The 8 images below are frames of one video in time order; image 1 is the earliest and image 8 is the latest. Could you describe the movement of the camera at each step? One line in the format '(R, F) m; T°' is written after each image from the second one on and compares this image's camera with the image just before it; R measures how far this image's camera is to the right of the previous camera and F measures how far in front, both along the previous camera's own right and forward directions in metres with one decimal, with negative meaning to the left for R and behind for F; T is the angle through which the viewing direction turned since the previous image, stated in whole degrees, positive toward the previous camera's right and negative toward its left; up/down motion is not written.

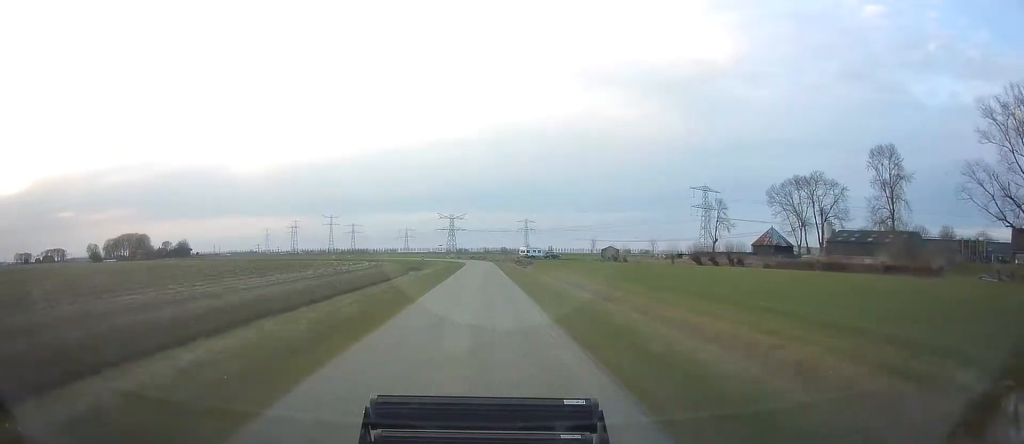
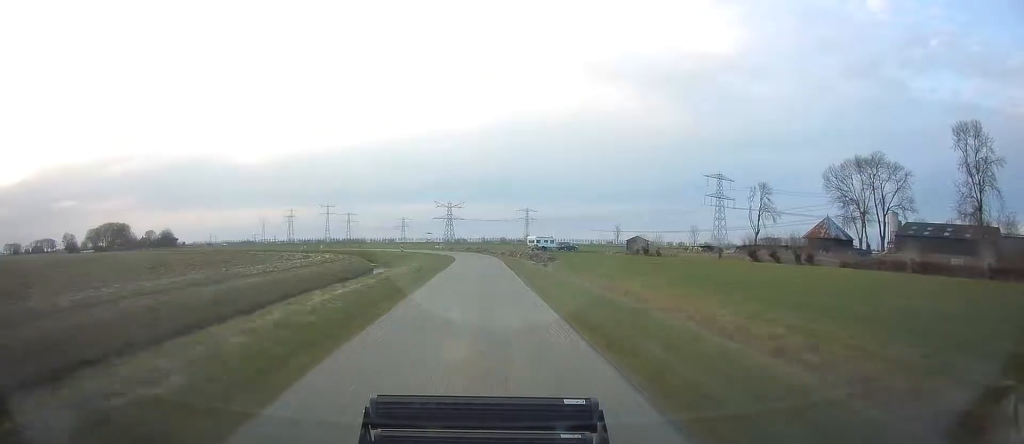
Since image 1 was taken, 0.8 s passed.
(-0.2, +24.8) m; 0°
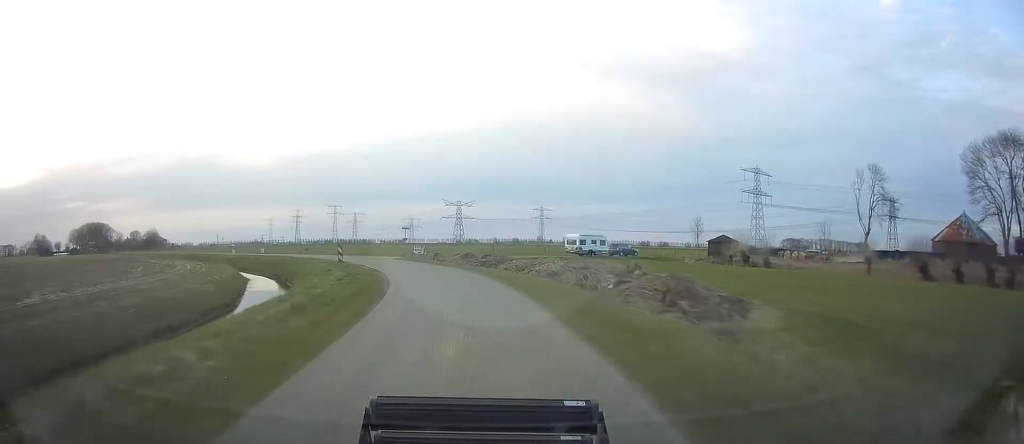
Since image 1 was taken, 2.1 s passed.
(-0.2, +38.3) m; -3°
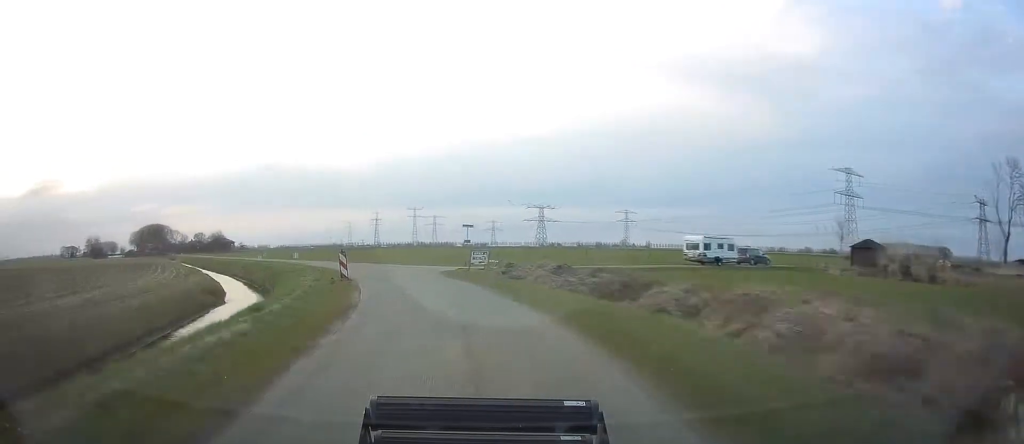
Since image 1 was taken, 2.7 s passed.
(-0.5, +16.6) m; -7°
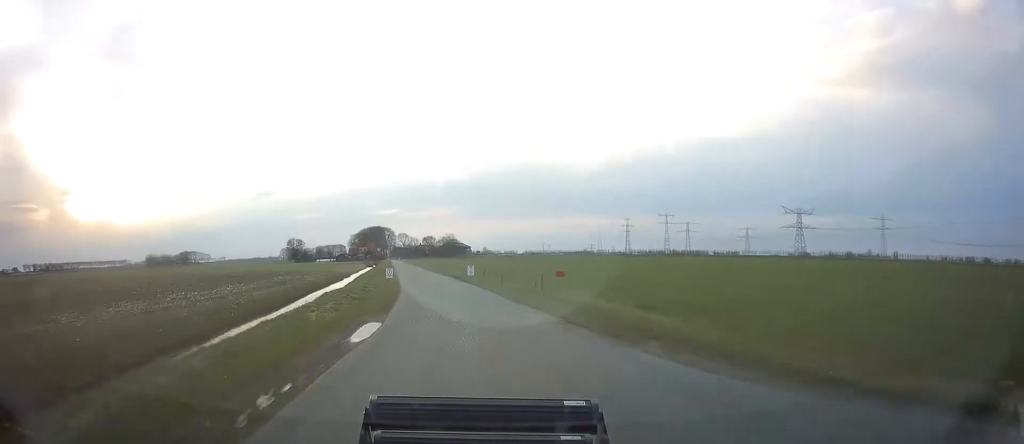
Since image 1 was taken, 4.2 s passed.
(-6.4, +35.3) m; -20°
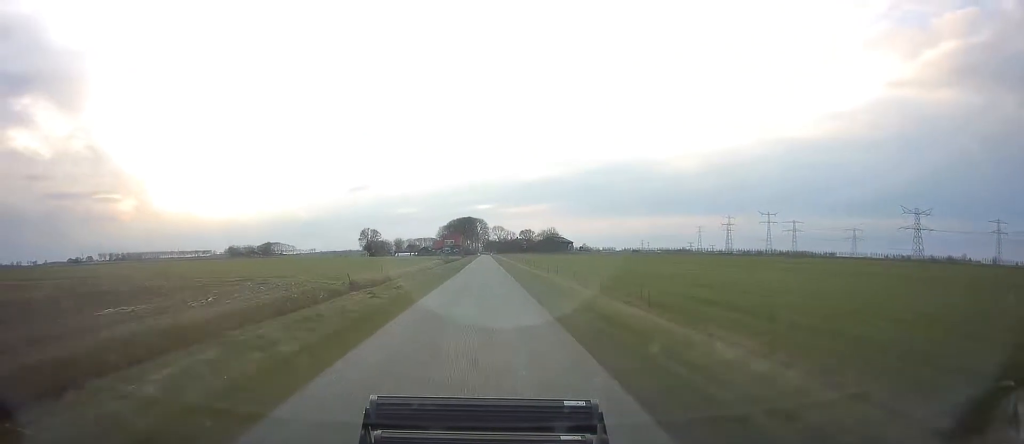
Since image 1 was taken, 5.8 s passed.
(-5.1, +39.7) m; -11°
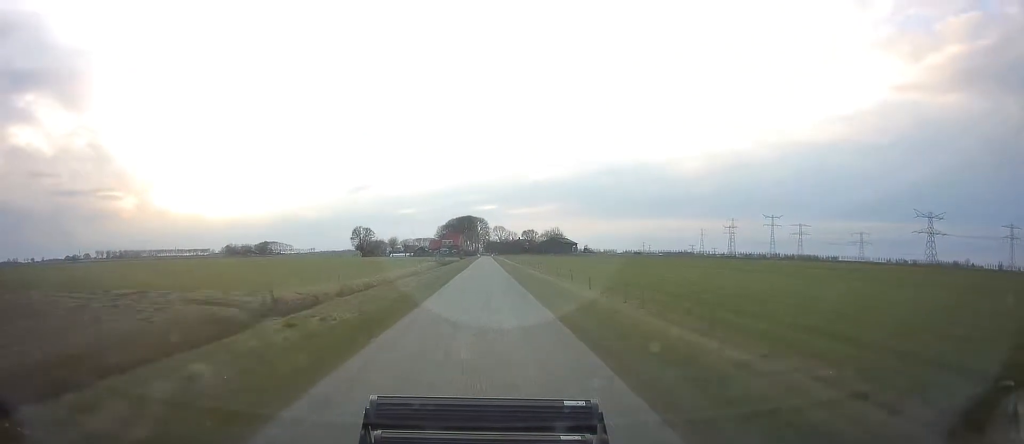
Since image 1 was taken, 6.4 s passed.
(-0.4, +16.2) m; -1°
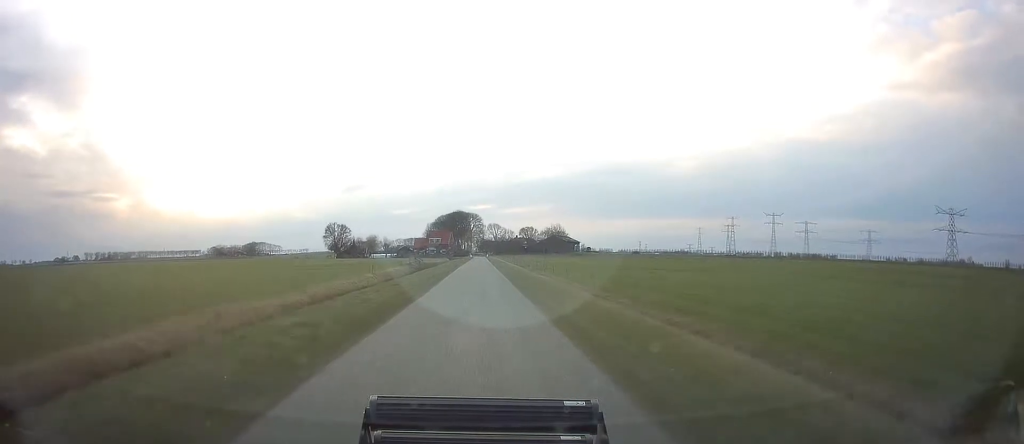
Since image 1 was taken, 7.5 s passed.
(-0.2, +31.1) m; 0°
